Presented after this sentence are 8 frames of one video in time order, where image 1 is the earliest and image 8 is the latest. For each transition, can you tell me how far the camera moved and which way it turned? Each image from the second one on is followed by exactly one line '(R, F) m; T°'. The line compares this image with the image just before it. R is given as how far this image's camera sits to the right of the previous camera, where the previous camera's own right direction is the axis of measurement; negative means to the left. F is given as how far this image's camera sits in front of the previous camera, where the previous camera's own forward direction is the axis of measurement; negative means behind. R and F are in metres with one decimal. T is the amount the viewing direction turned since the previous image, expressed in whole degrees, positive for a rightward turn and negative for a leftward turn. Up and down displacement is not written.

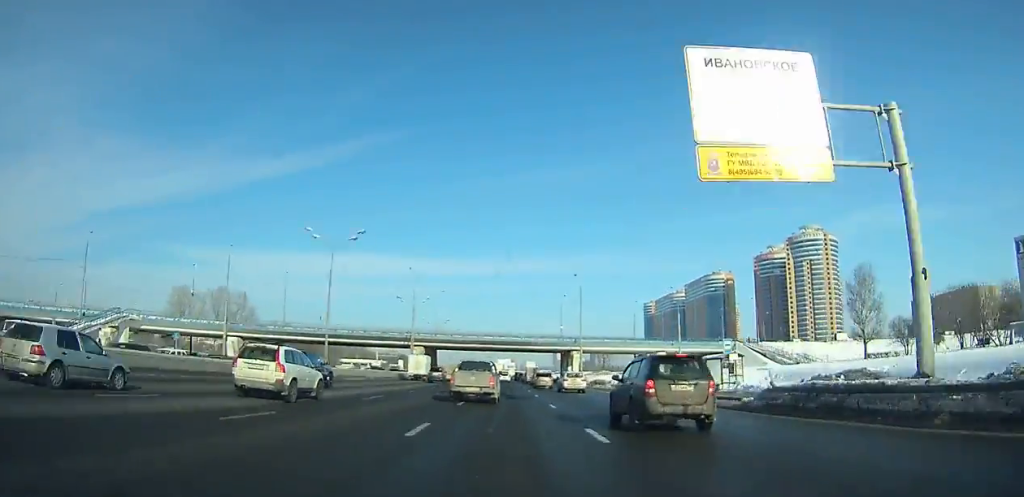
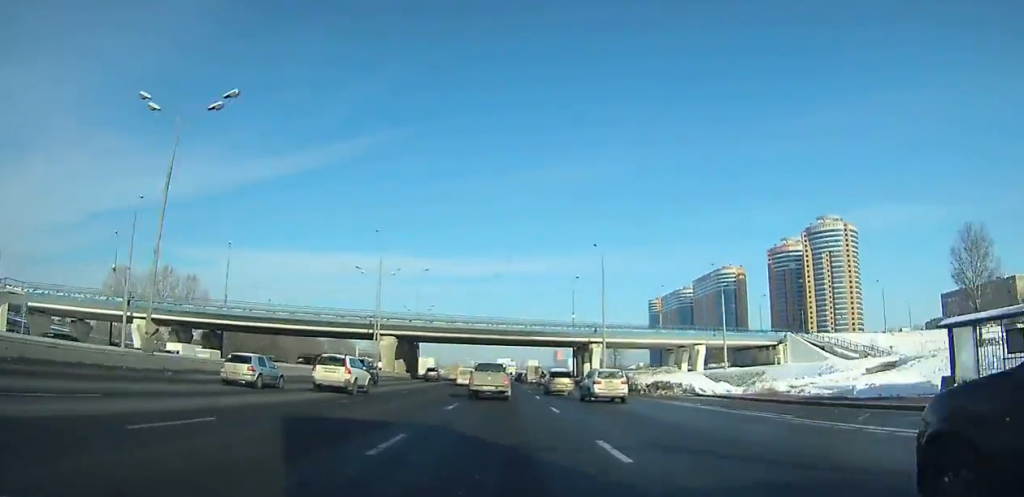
(0.0, +25.3) m; 0°
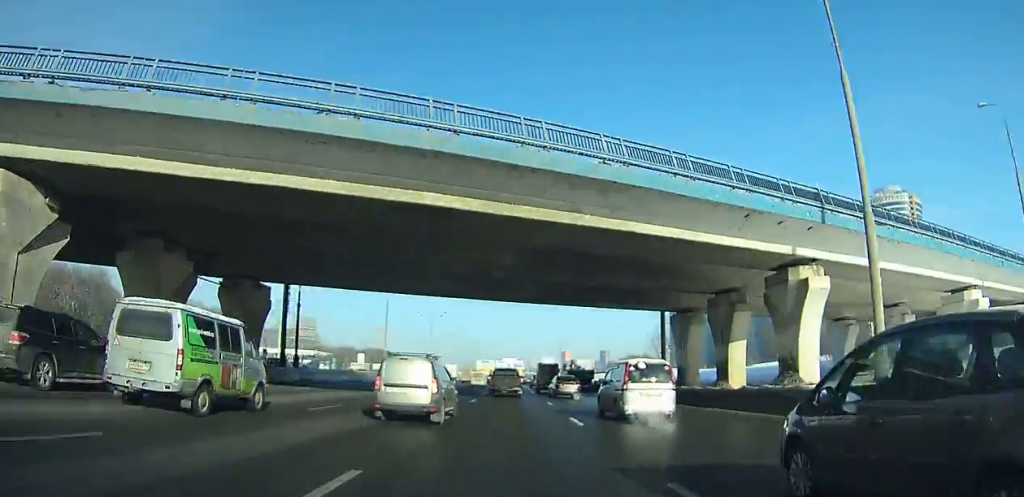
(0.0, +63.8) m; 0°
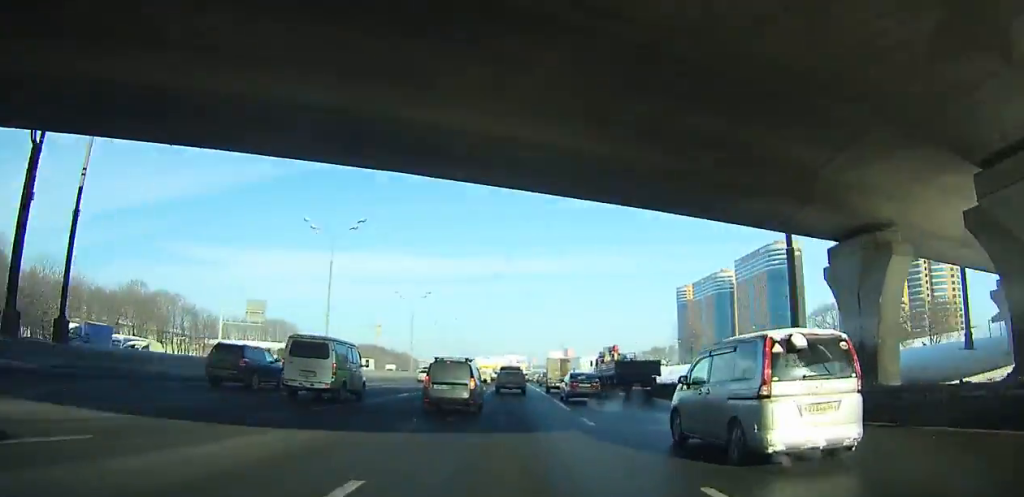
(0.0, +23.7) m; 0°
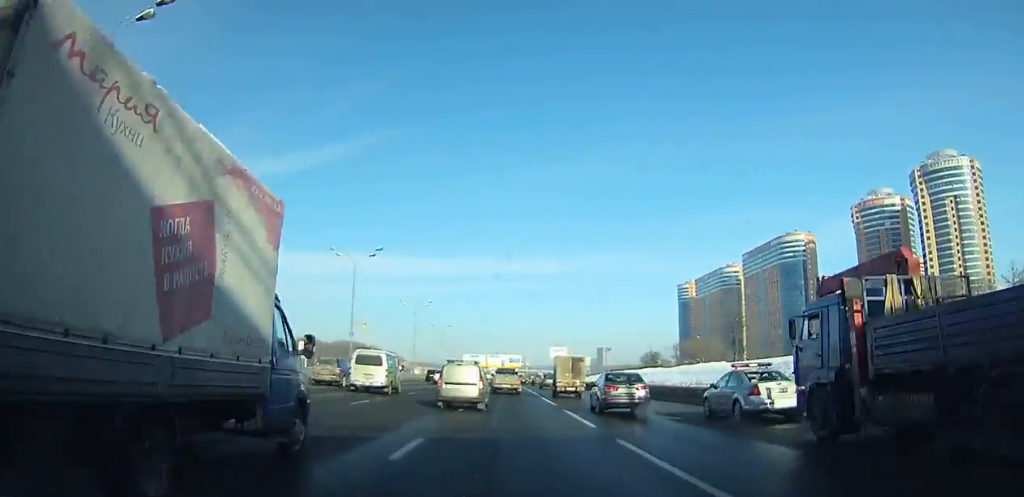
(0.0, +31.2) m; 0°
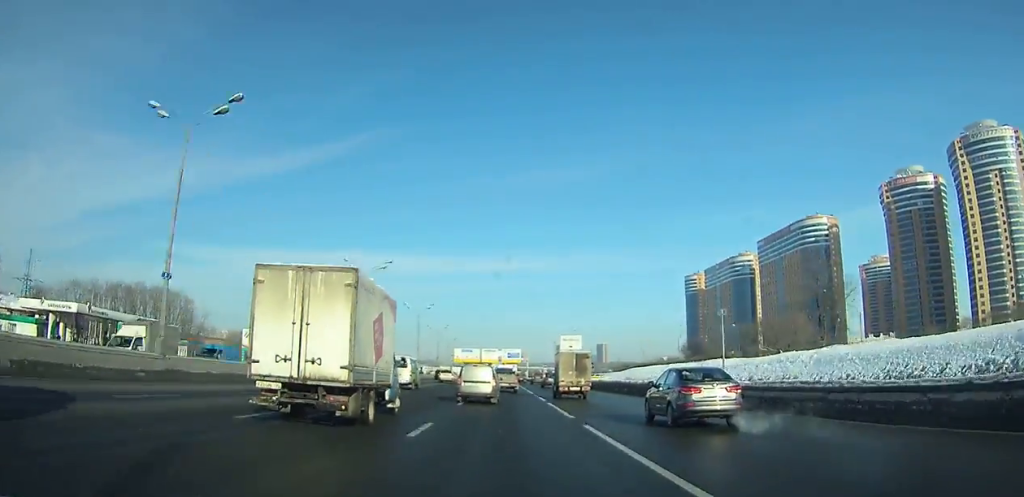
(0.0, +34.2) m; 0°
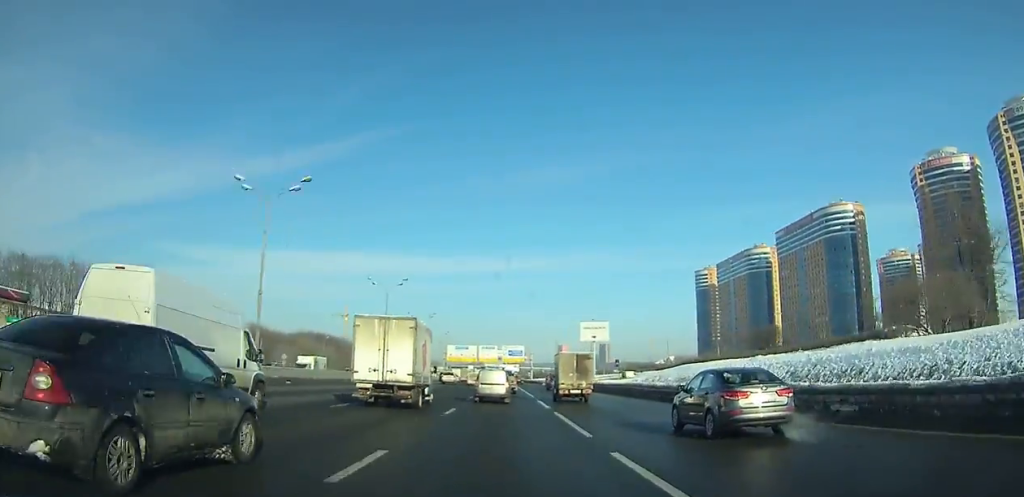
(0.0, +29.8) m; 0°
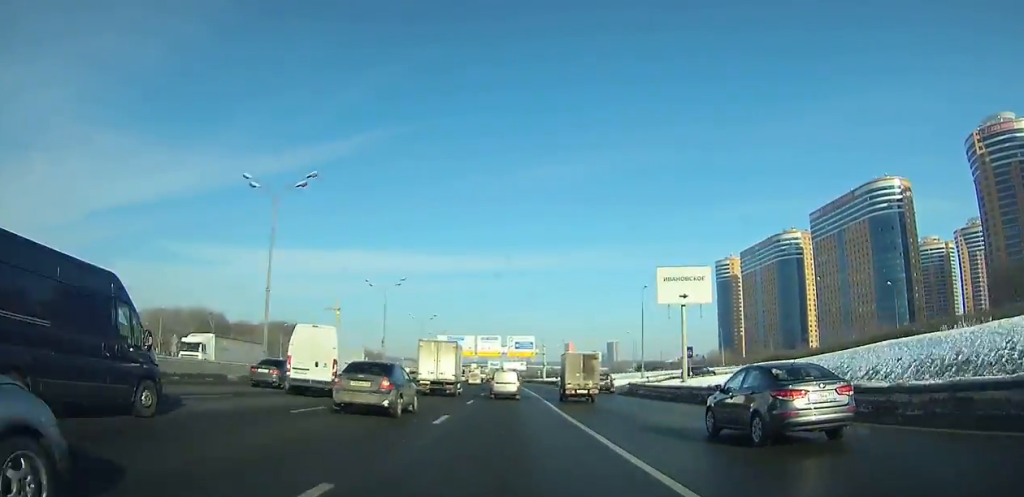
(0.0, +42.0) m; -1°
